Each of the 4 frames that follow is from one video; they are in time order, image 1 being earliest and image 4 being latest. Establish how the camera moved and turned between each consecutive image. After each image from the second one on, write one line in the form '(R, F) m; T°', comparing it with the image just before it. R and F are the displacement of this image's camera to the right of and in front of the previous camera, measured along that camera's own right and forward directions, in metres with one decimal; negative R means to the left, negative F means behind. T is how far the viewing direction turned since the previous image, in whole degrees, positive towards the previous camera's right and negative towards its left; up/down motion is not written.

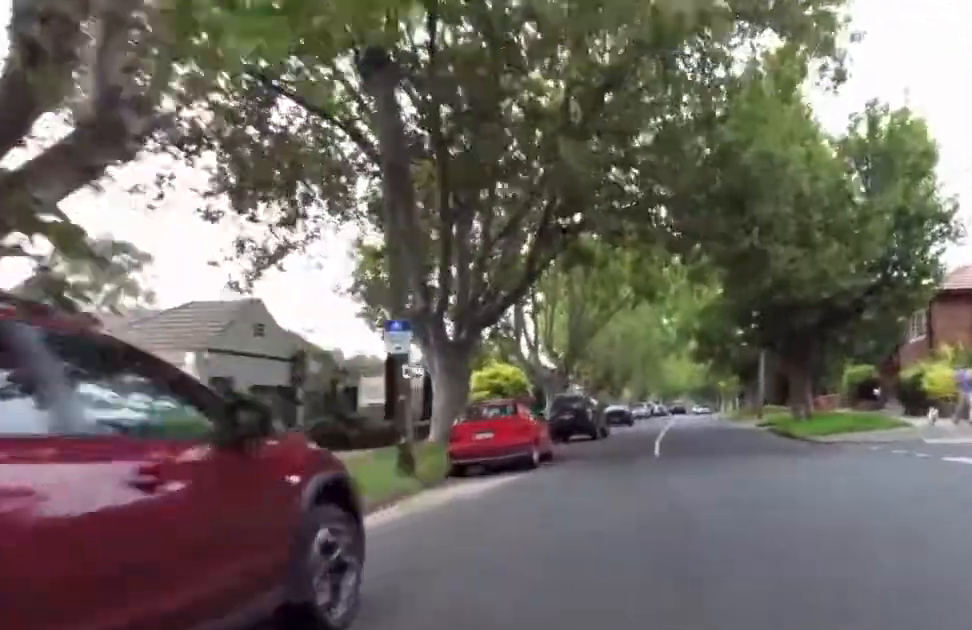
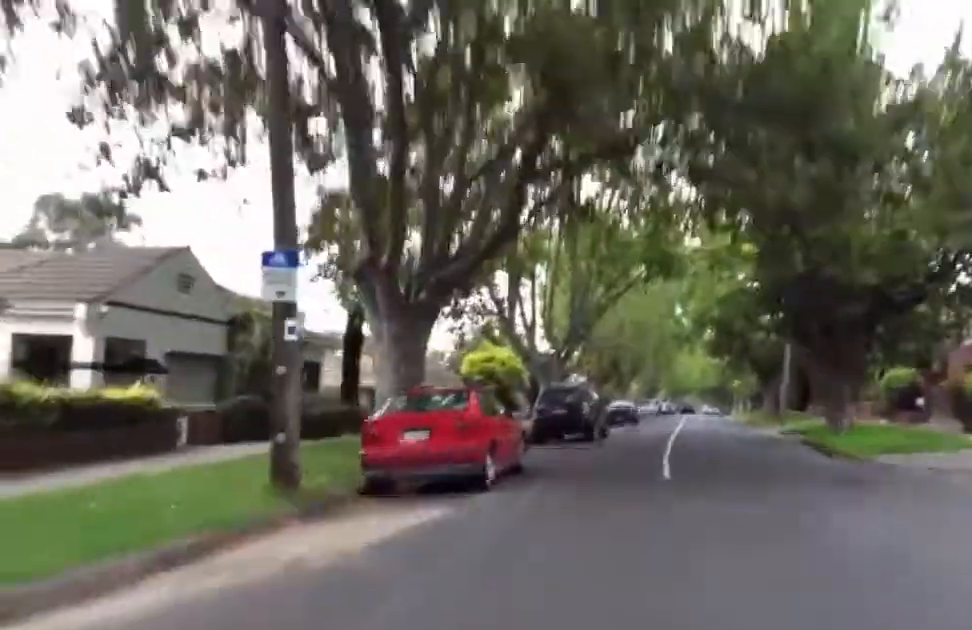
(0.0, +4.5) m; +1°
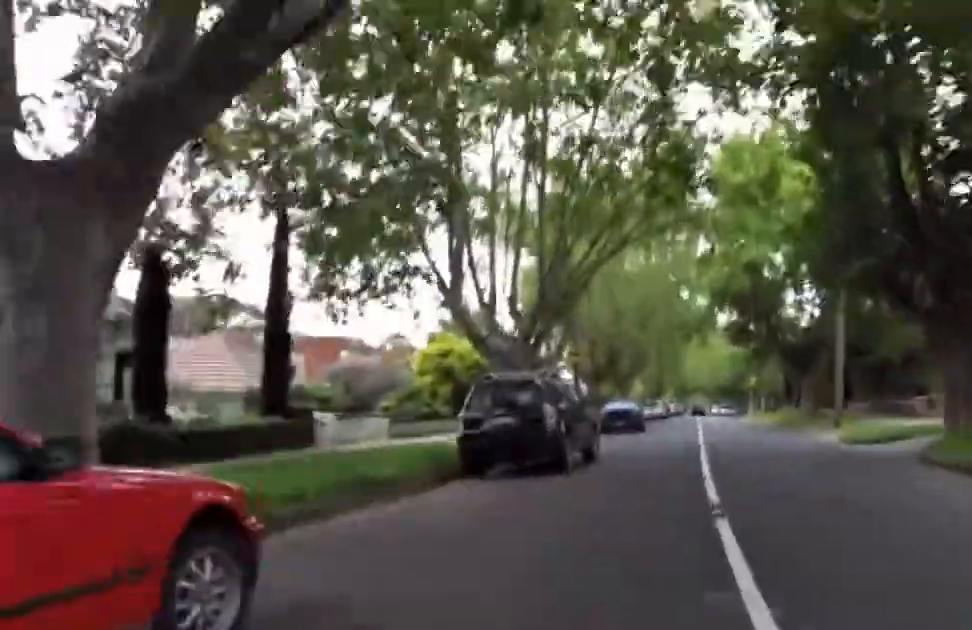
(+0.3, +9.3) m; +1°
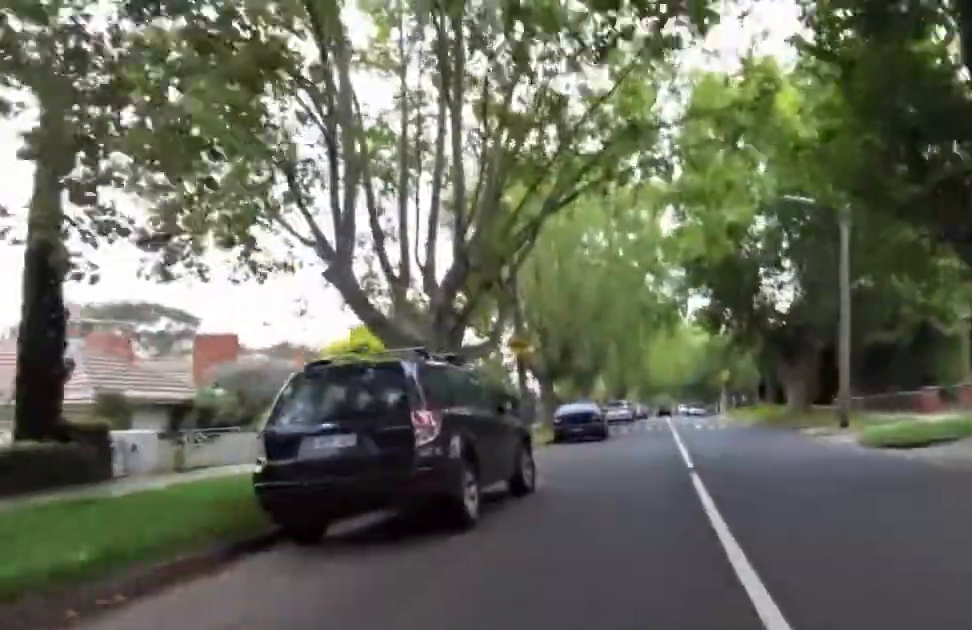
(0.0, +5.4) m; -2°
